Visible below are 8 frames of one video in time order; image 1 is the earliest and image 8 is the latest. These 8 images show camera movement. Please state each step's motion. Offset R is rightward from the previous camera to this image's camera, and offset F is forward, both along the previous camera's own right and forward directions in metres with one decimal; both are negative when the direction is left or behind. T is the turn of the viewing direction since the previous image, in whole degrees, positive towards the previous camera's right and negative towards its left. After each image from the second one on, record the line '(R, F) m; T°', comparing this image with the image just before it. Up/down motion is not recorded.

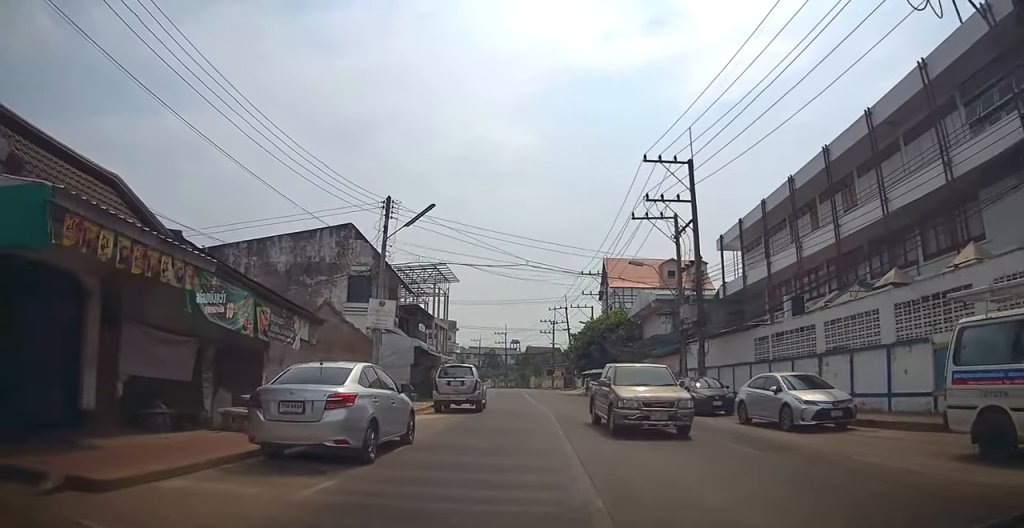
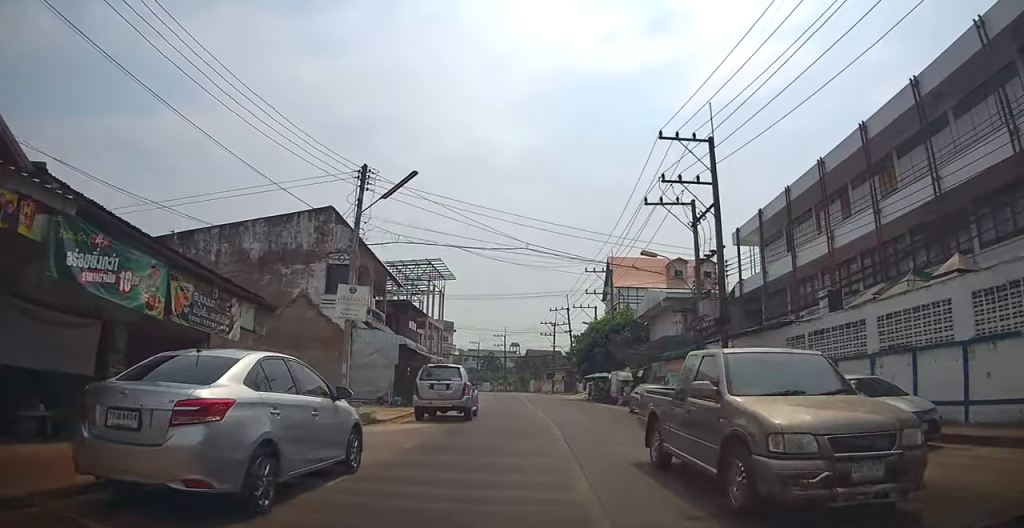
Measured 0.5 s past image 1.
(-0.1, +3.3) m; -2°
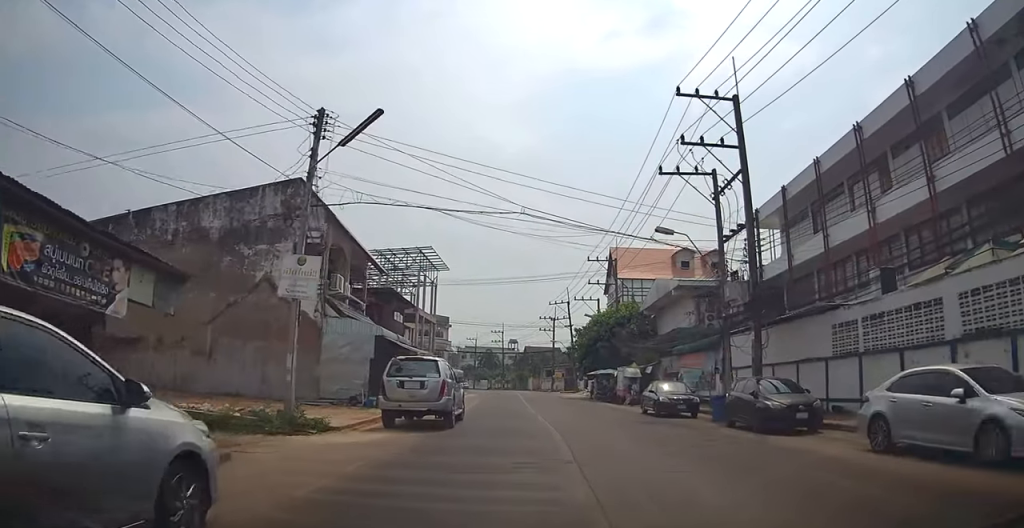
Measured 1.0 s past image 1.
(0.0, +3.7) m; -2°
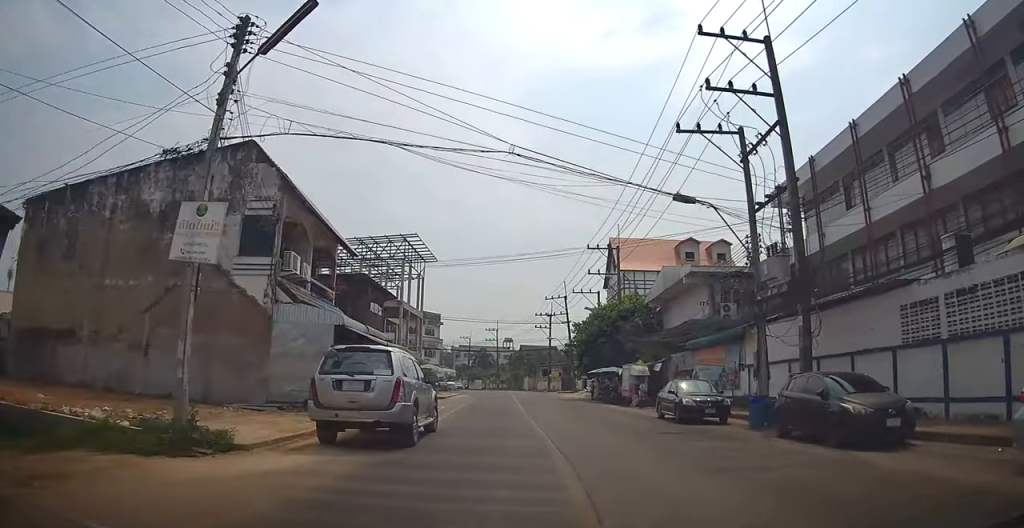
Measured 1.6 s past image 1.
(-0.1, +4.2) m; -1°
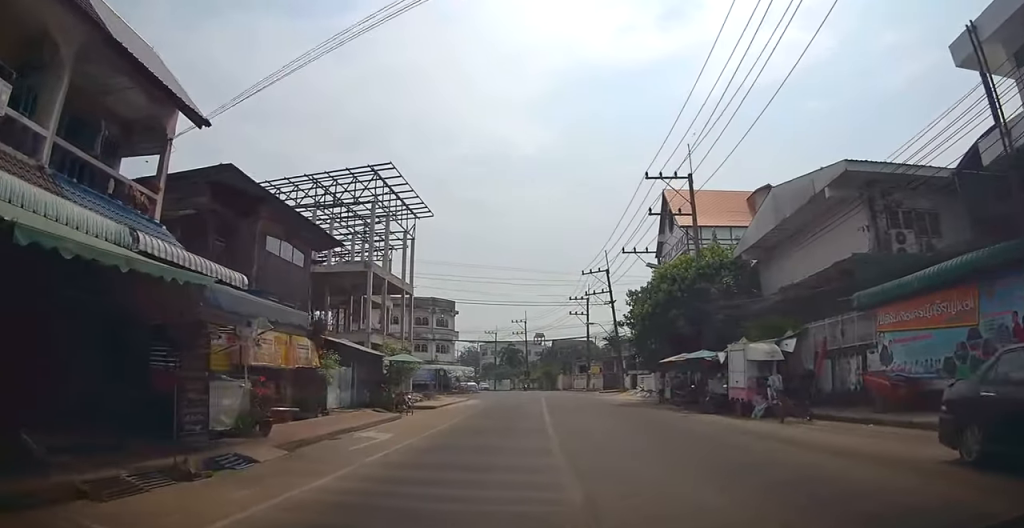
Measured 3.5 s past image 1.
(-0.2, +14.4) m; -1°
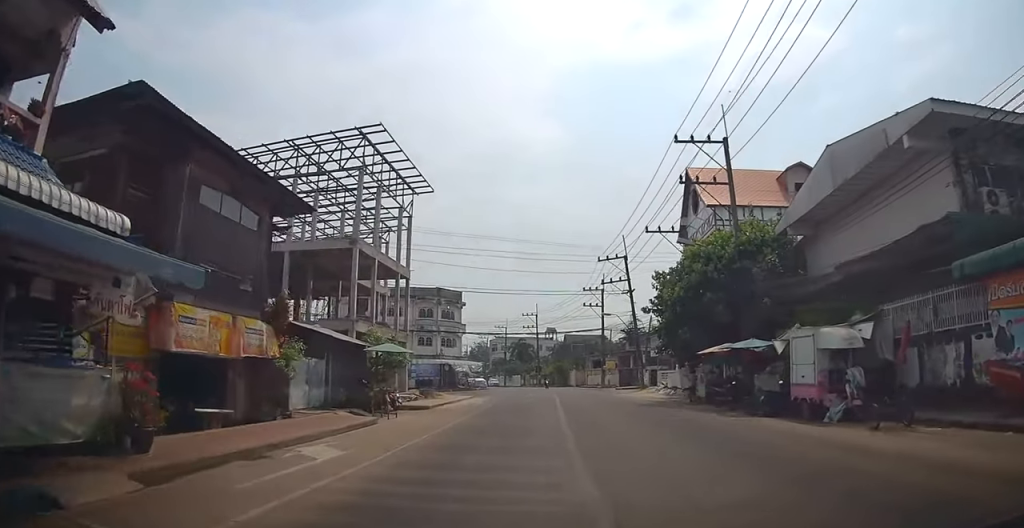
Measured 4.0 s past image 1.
(-0.1, +3.8) m; 0°
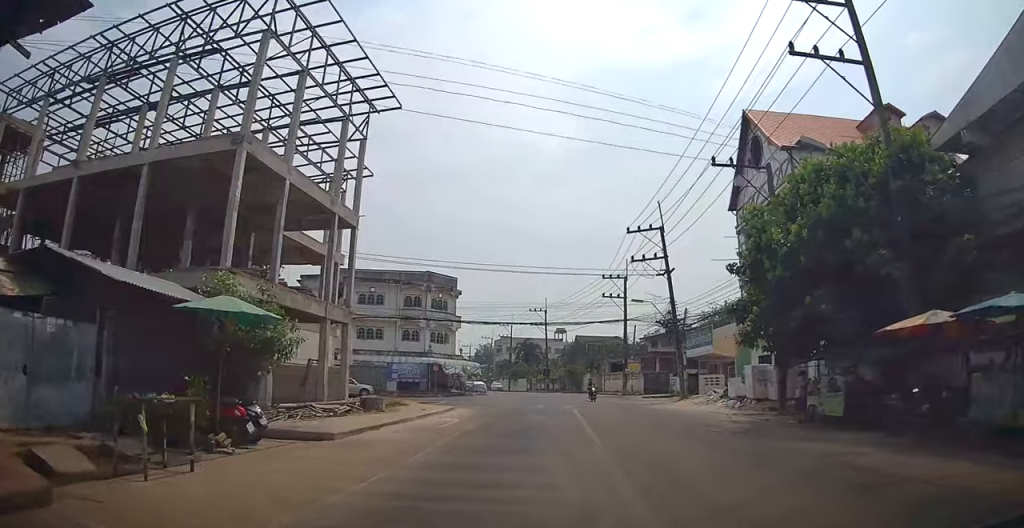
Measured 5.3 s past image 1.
(+0.3, +10.6) m; +1°
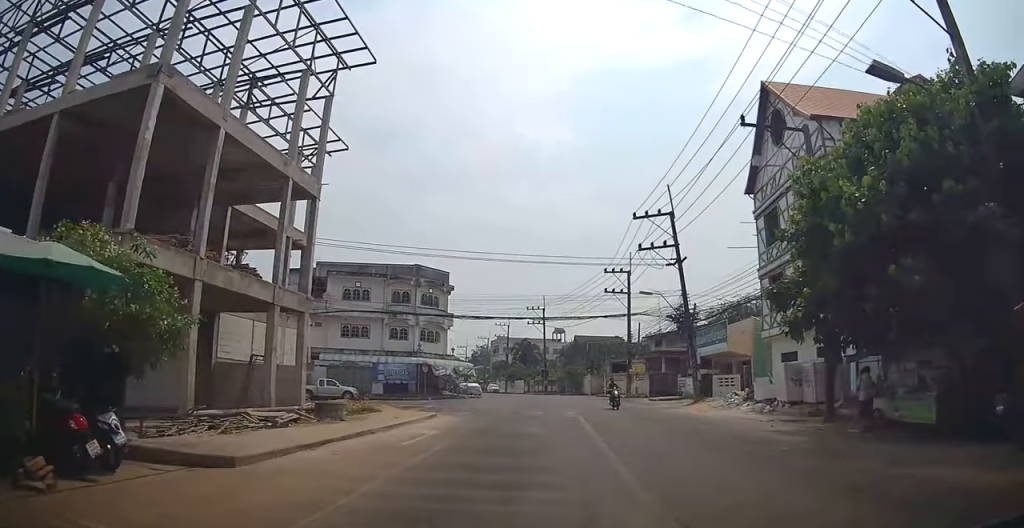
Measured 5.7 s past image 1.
(0.0, +3.6) m; 0°
